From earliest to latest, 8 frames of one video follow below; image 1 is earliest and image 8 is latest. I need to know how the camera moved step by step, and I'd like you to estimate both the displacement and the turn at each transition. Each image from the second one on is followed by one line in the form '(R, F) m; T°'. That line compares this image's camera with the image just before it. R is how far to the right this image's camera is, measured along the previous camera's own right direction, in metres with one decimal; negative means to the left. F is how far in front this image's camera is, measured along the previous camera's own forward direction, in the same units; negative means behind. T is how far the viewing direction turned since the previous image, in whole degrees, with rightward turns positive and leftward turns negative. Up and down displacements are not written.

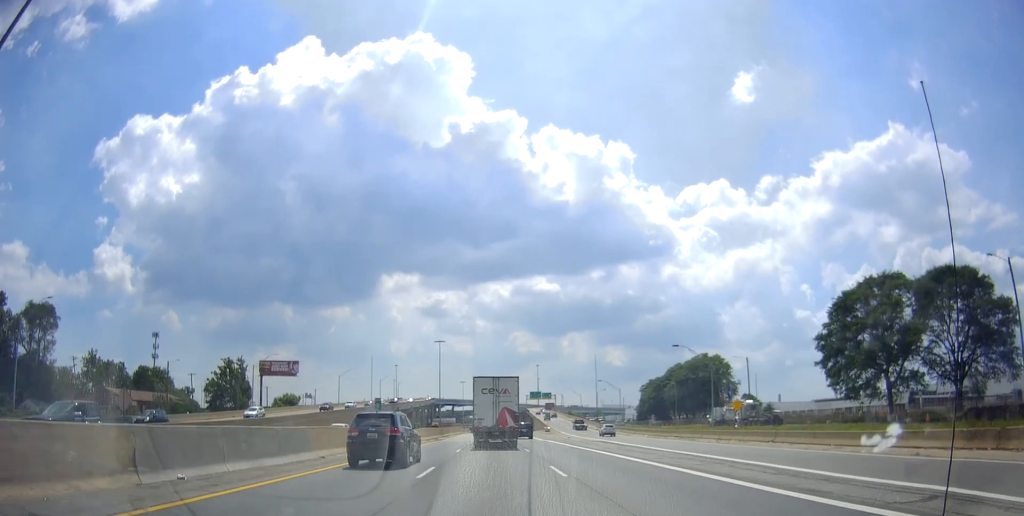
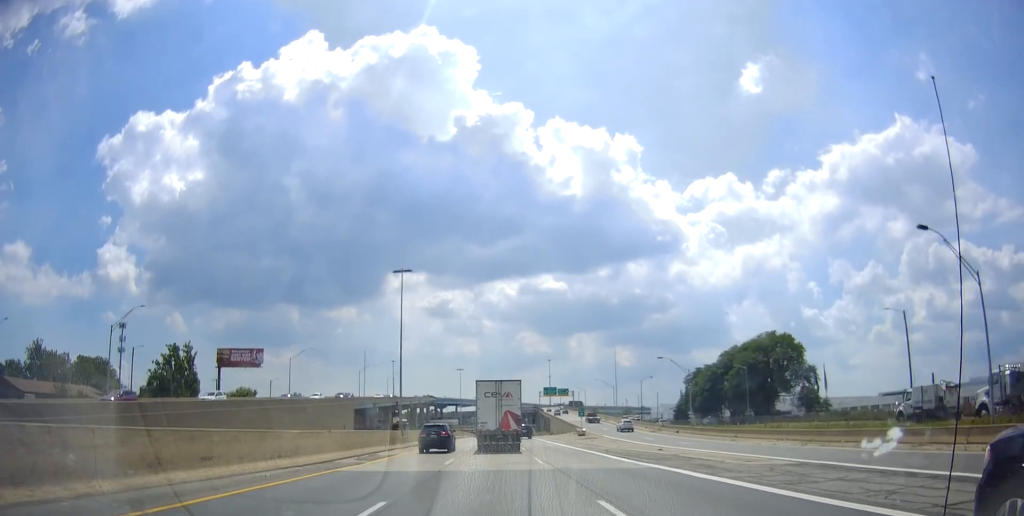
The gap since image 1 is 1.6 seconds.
(+0.5, +39.1) m; -1°
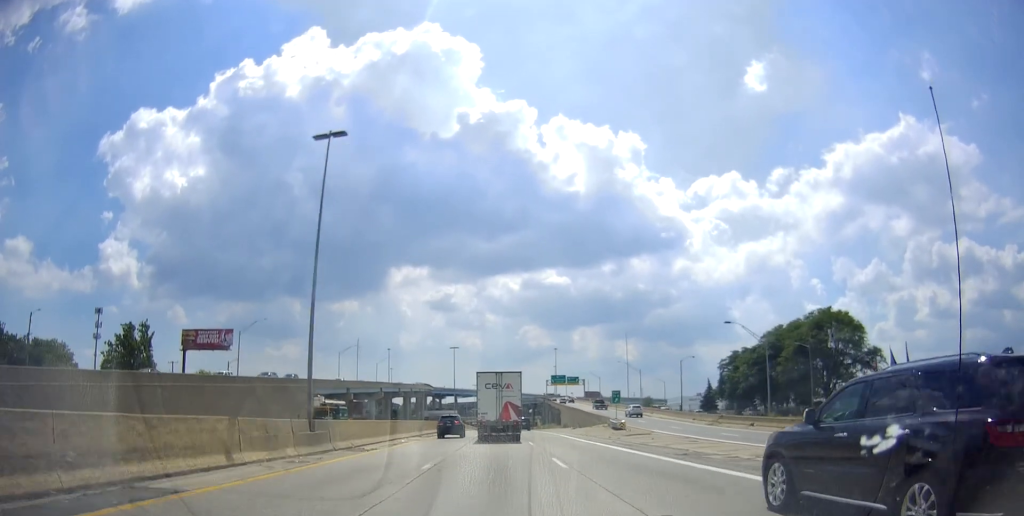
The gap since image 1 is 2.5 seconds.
(-0.6, +22.8) m; -1°
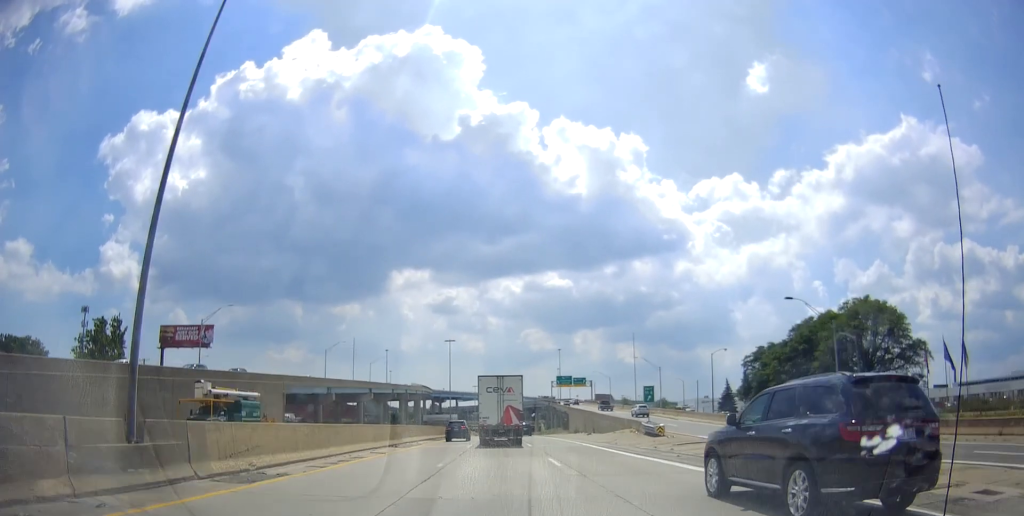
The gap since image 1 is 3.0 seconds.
(-0.3, +12.2) m; 0°
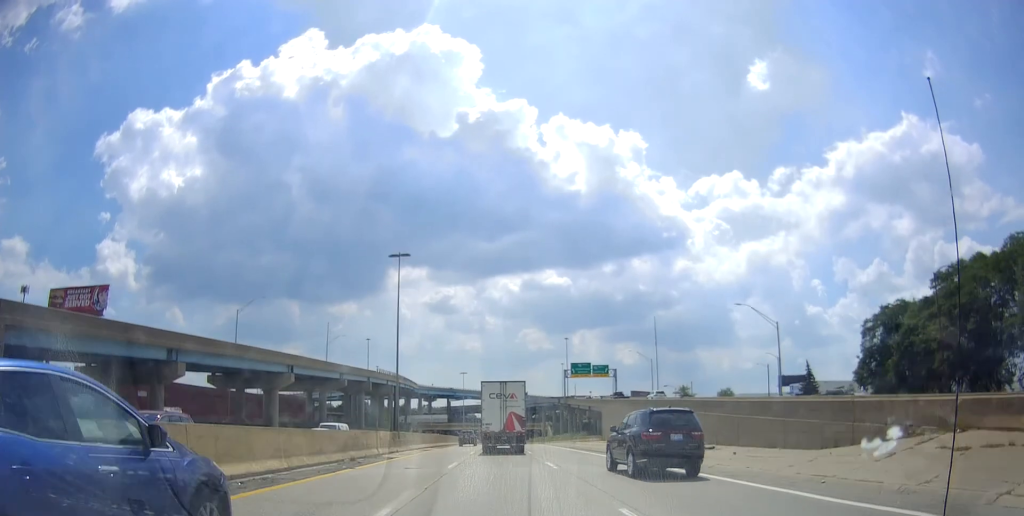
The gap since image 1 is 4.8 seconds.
(+0.5, +43.1) m; 0°
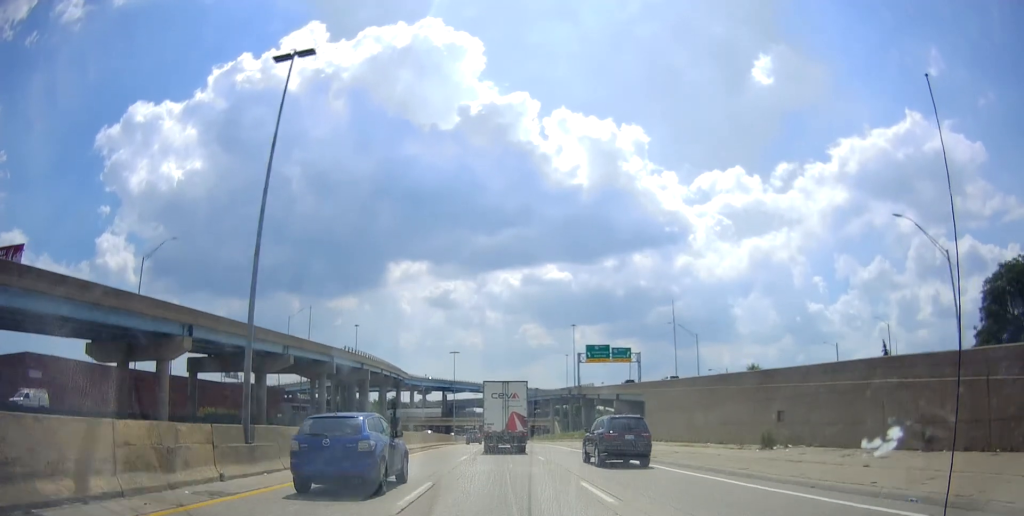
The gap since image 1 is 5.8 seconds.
(+0.3, +25.3) m; 0°
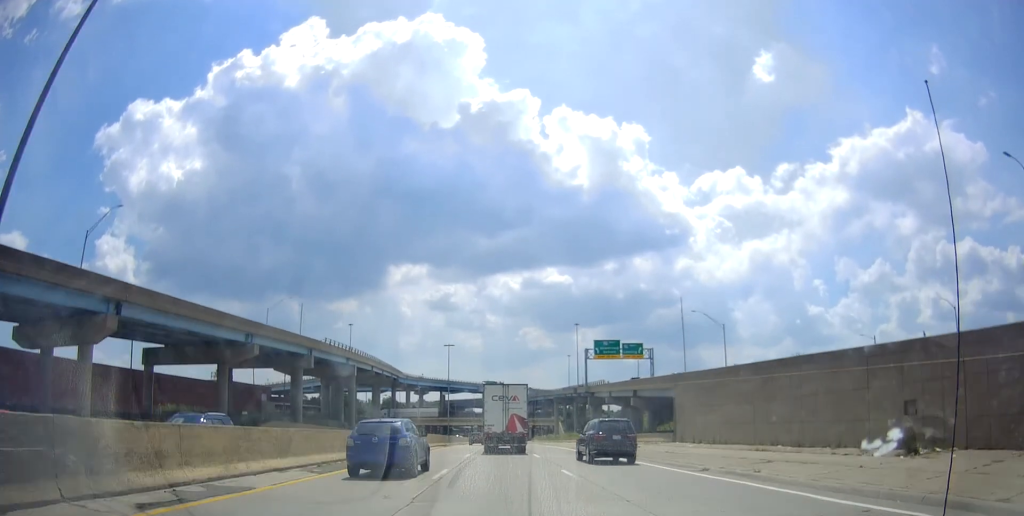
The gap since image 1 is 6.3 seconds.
(-0.1, +10.7) m; 0°
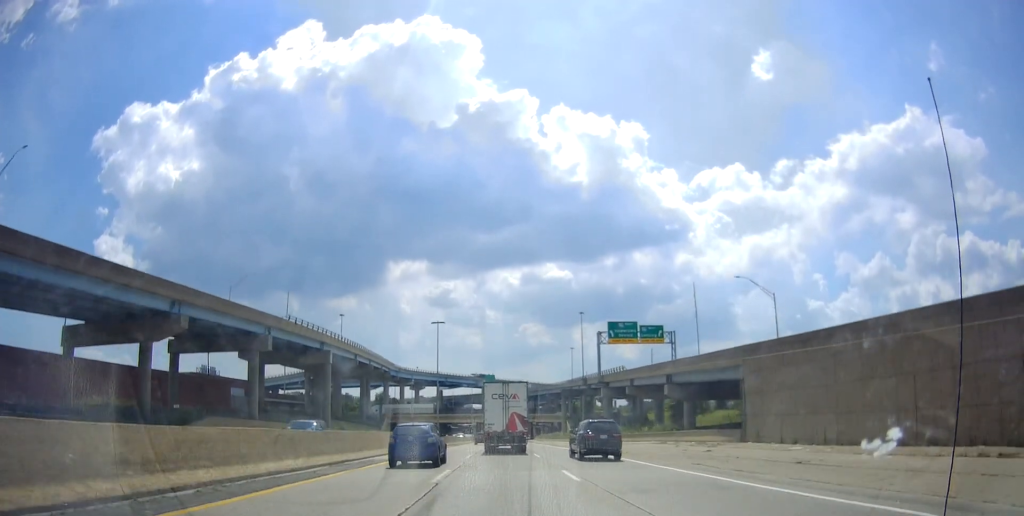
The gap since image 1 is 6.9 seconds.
(-0.2, +14.9) m; 0°
